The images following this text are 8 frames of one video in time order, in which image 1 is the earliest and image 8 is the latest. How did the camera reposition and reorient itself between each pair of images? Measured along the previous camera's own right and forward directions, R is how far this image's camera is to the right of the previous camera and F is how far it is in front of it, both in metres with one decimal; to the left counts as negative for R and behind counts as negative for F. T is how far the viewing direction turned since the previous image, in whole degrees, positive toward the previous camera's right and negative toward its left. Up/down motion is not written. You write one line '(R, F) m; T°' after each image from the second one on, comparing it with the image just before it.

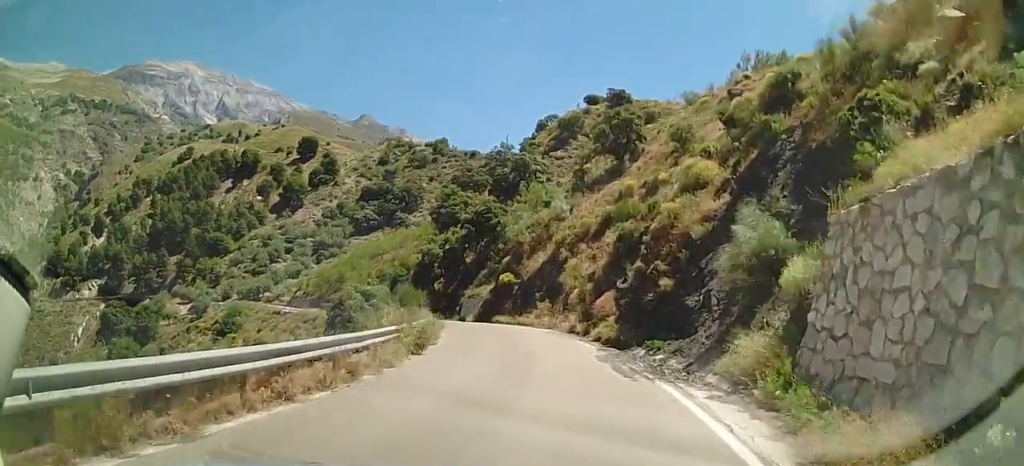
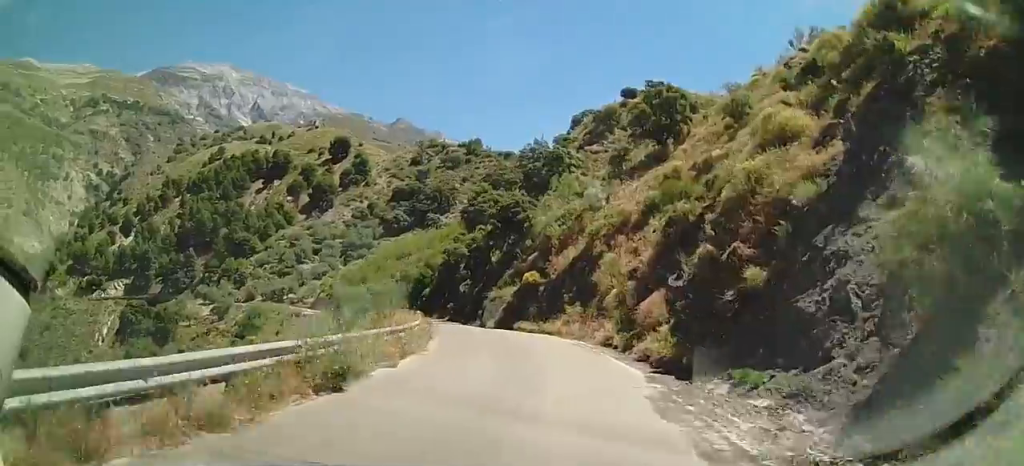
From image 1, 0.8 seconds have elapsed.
(+0.3, +7.4) m; +1°
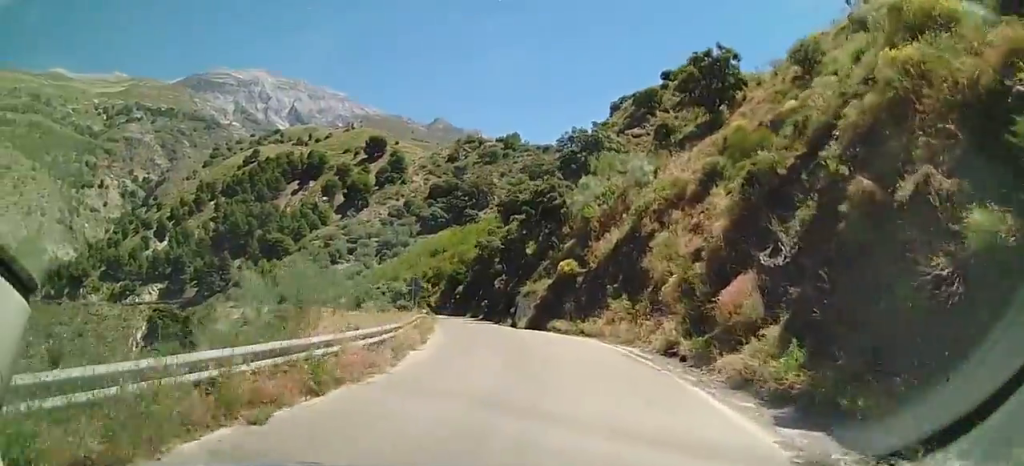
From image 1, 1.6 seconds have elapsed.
(0.0, +6.9) m; -3°
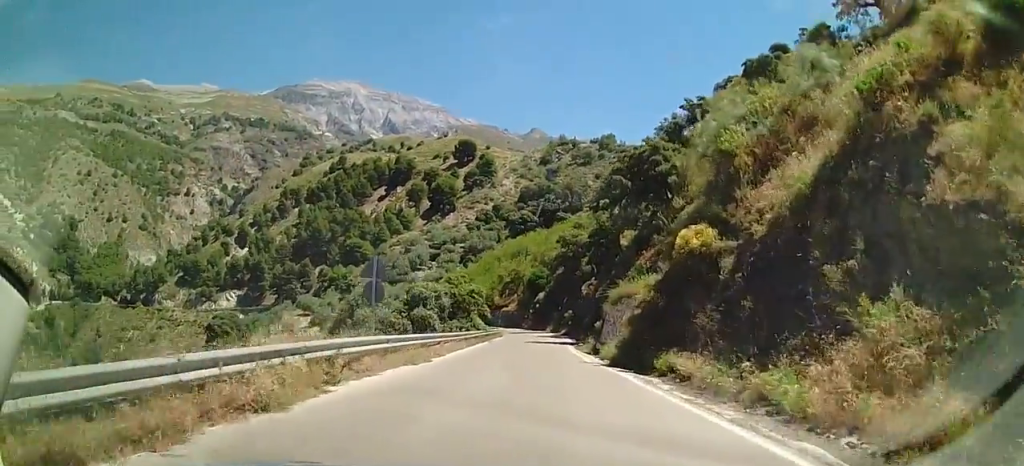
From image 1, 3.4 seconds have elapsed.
(-1.9, +17.5) m; -12°
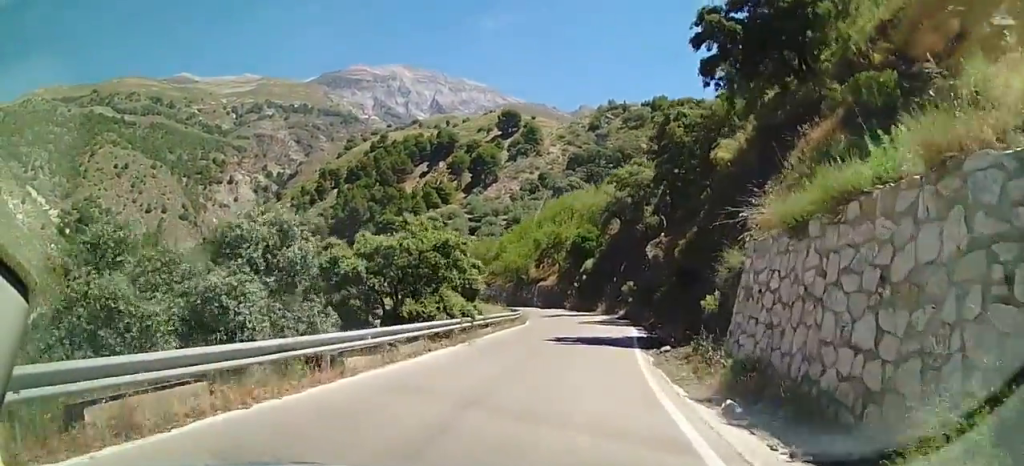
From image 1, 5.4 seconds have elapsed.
(-1.4, +19.6) m; -5°
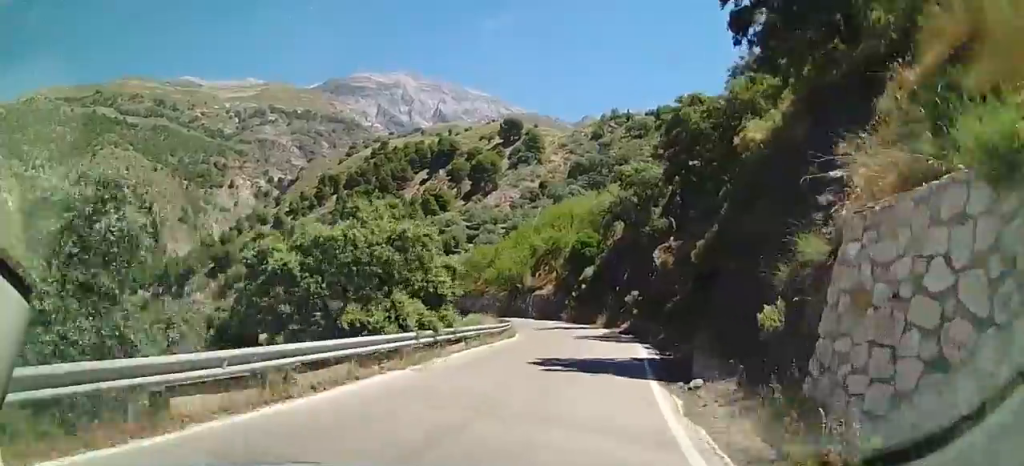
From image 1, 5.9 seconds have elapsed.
(0.0, +4.9) m; -1°
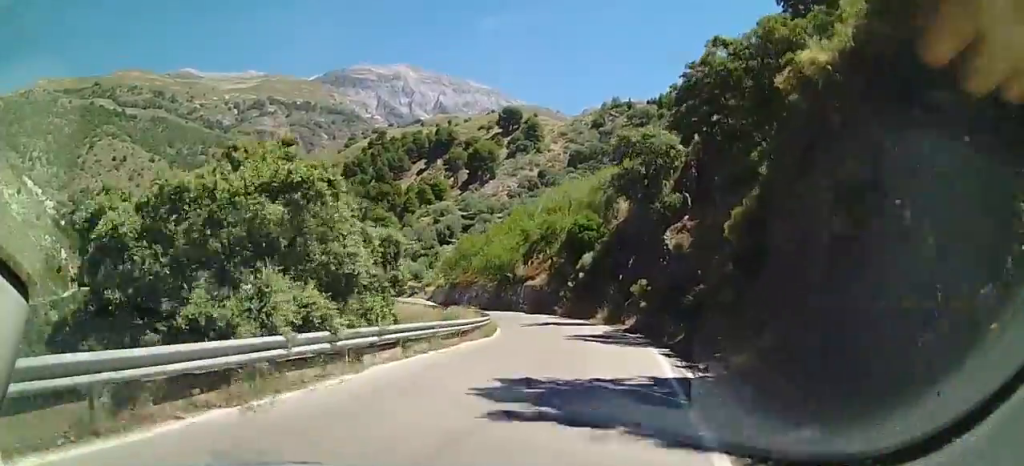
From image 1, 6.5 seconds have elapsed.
(0.0, +6.4) m; -1°
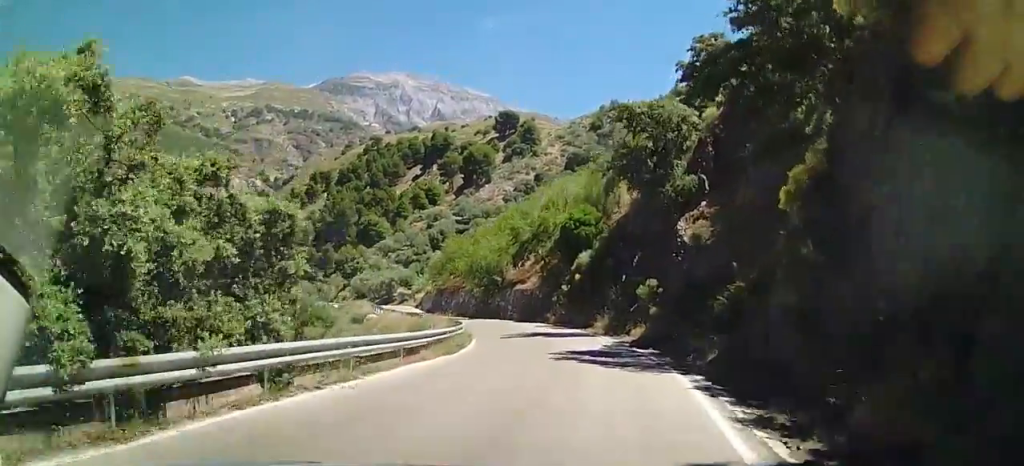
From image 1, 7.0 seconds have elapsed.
(-0.1, +5.9) m; -1°
